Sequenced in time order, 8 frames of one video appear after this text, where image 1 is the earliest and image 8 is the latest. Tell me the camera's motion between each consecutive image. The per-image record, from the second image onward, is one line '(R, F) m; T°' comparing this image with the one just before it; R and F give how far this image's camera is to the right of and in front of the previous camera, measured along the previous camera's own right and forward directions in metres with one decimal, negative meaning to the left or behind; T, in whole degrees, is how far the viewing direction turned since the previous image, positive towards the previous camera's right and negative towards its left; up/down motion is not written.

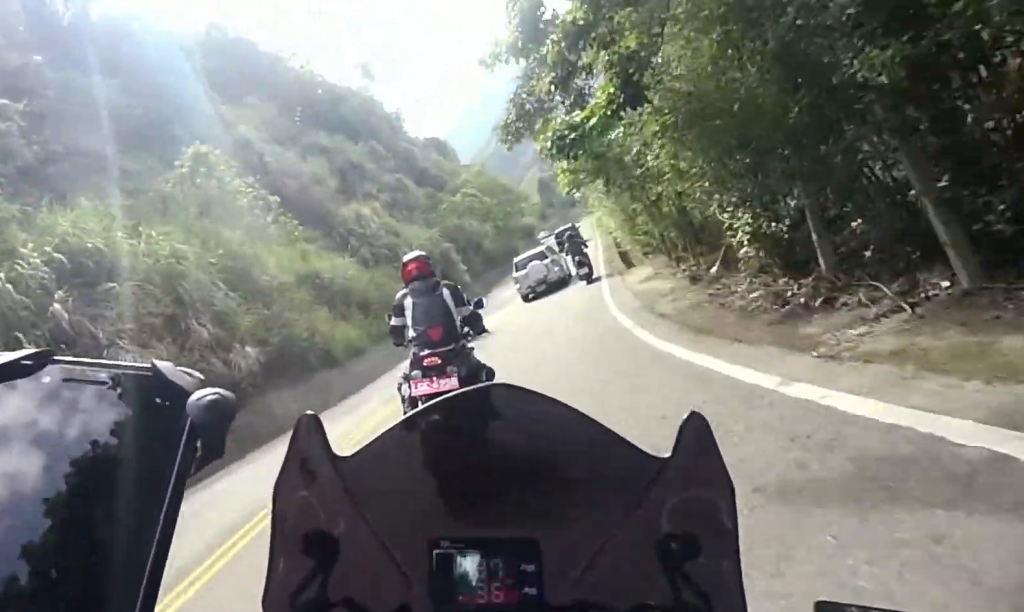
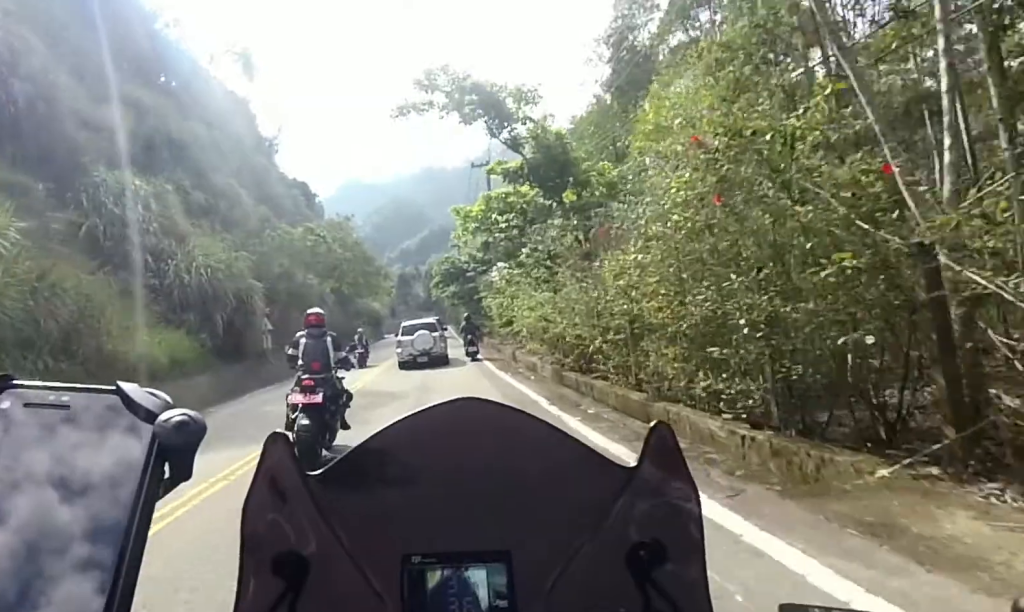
(+0.9, +15.7) m; +8°
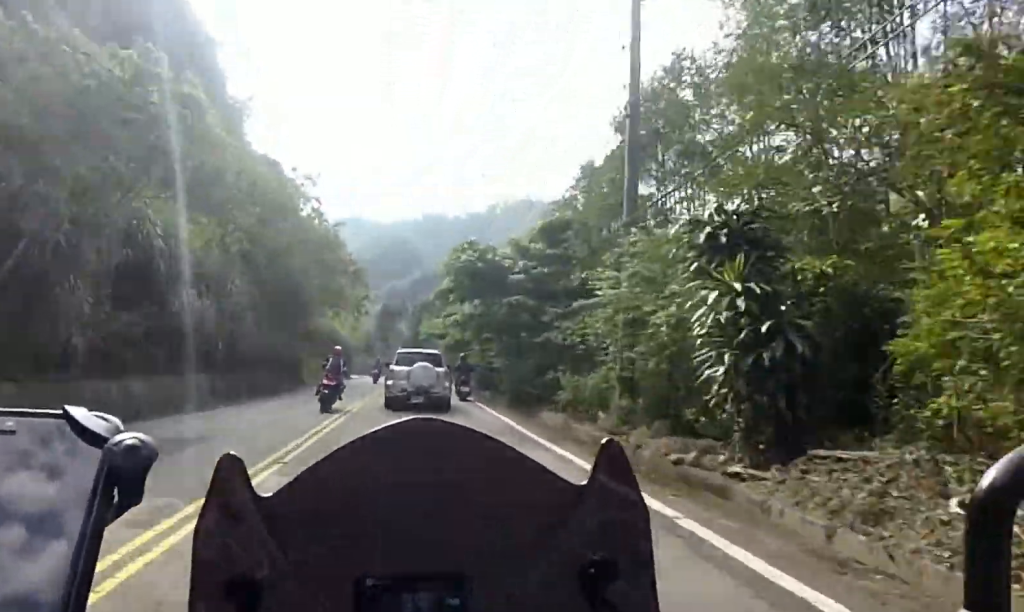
(+2.9, +23.1) m; +11°
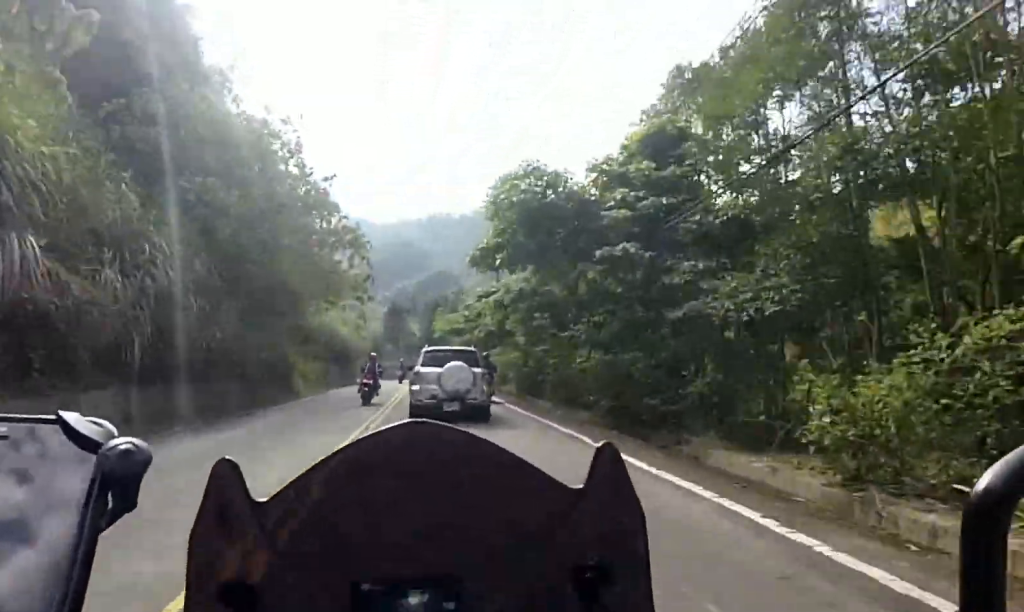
(+0.6, +8.6) m; +1°
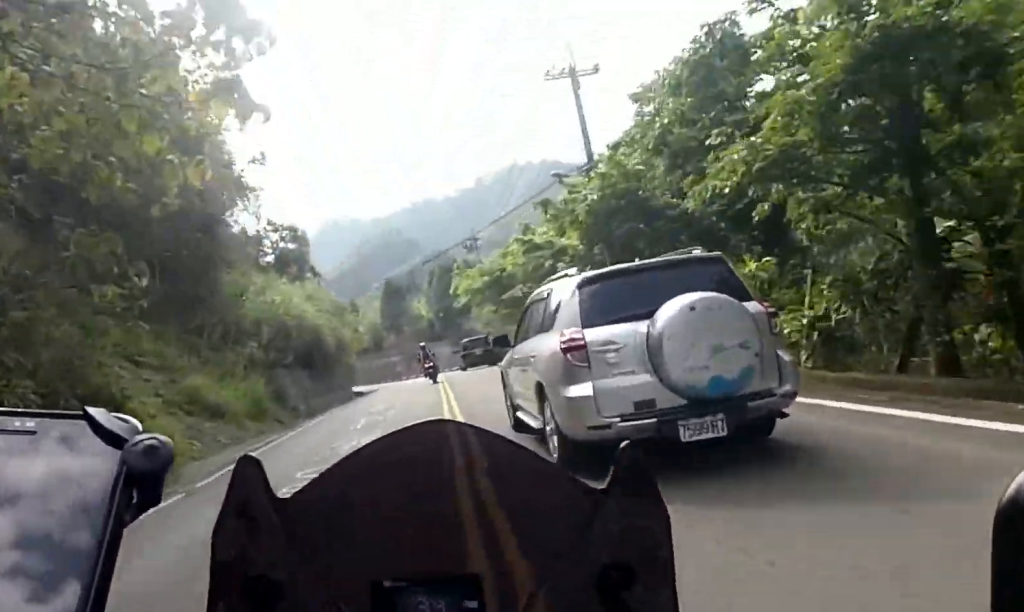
(-1.1, +19.8) m; -5°
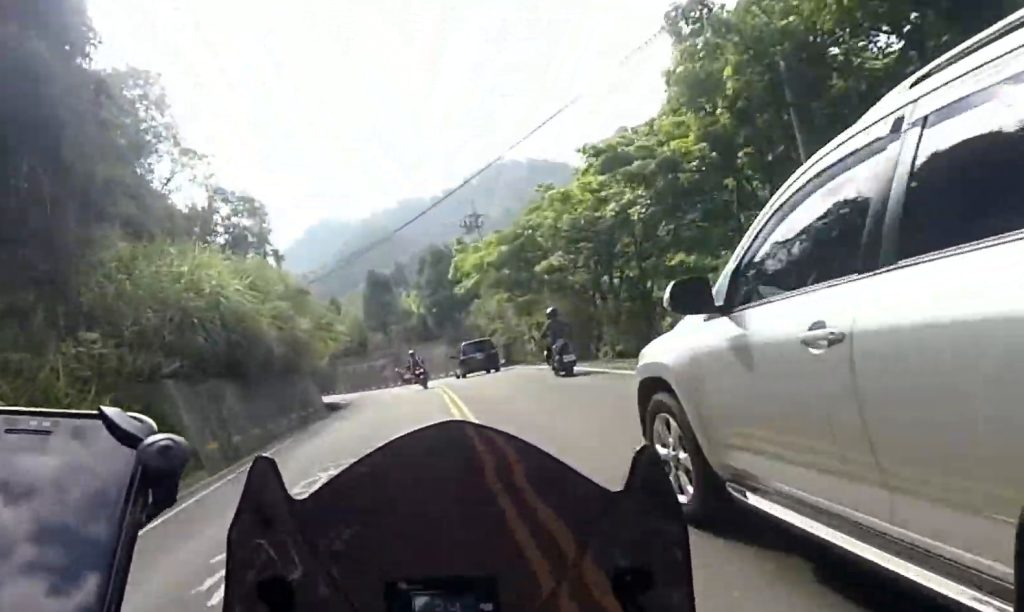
(-0.5, +9.0) m; +2°
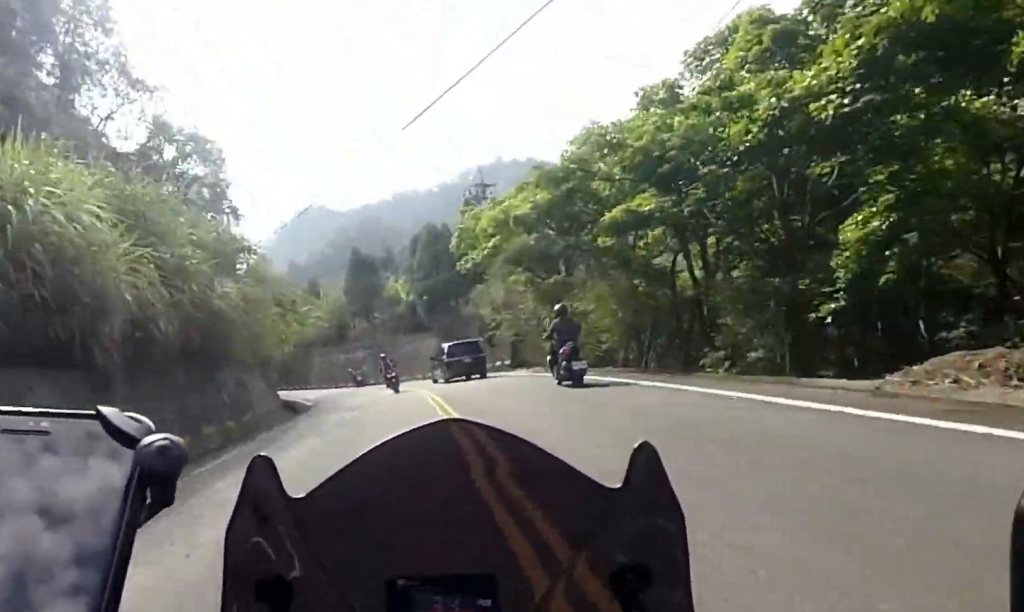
(-0.3, +7.2) m; +1°
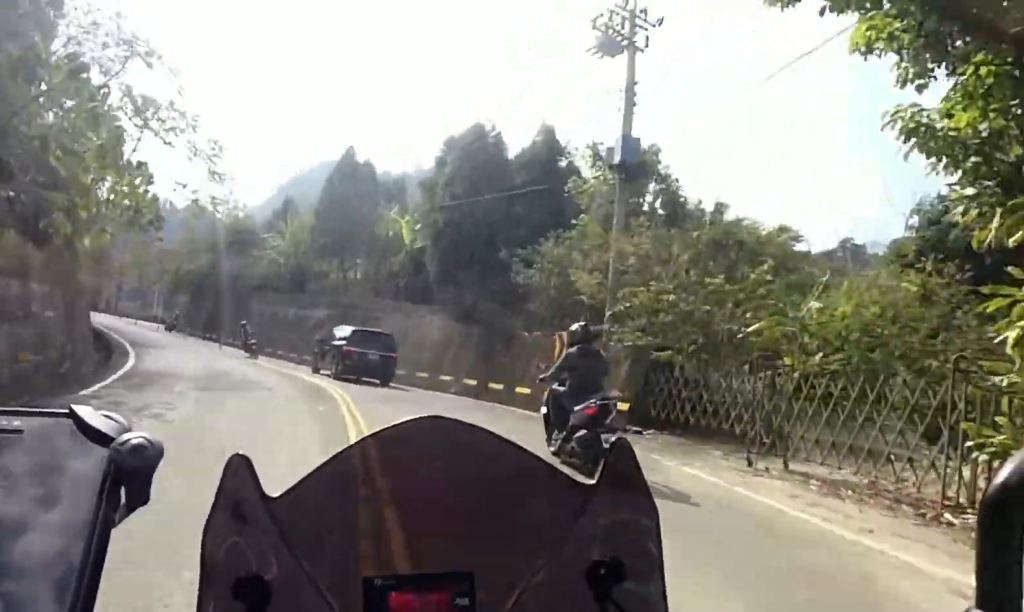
(+0.7, +19.1) m; -7°
